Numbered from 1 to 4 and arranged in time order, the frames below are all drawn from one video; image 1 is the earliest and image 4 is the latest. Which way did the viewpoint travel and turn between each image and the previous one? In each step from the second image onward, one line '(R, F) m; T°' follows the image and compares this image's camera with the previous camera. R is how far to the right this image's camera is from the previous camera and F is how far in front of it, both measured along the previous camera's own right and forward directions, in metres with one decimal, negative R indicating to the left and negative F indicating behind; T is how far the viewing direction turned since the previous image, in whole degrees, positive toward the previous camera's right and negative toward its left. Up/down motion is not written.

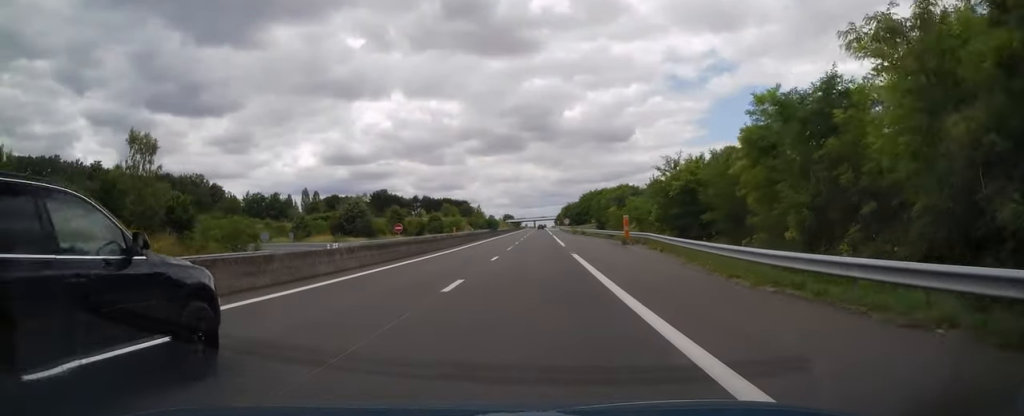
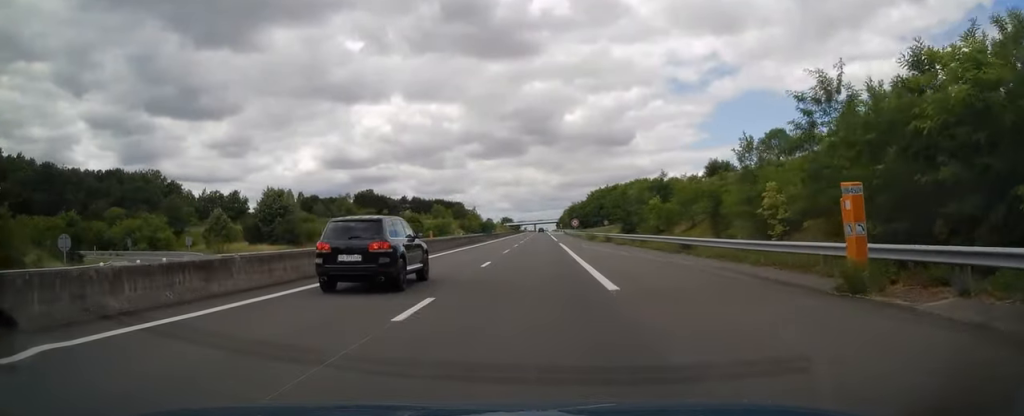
(-0.1, +29.9) m; +1°
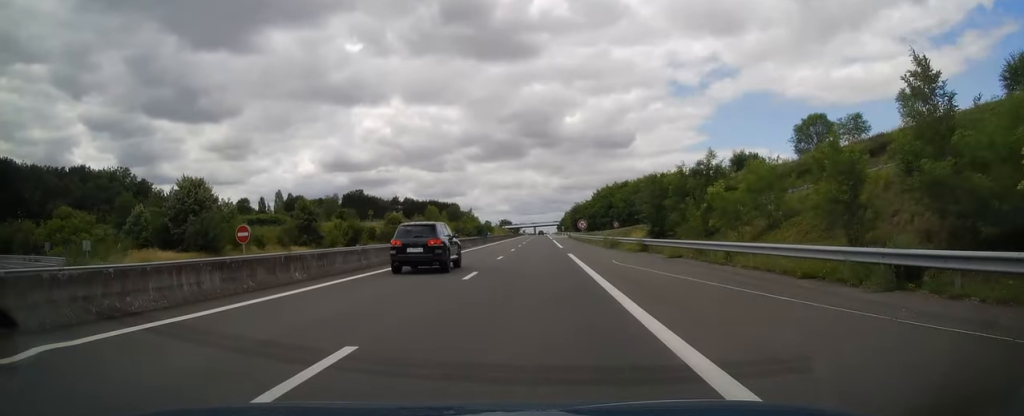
(+0.2, +17.9) m; +1°
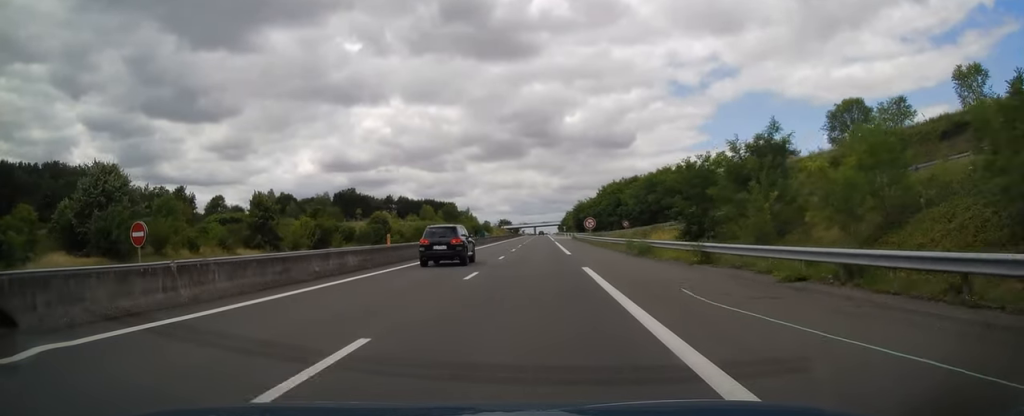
(+0.1, +12.6) m; 0°
